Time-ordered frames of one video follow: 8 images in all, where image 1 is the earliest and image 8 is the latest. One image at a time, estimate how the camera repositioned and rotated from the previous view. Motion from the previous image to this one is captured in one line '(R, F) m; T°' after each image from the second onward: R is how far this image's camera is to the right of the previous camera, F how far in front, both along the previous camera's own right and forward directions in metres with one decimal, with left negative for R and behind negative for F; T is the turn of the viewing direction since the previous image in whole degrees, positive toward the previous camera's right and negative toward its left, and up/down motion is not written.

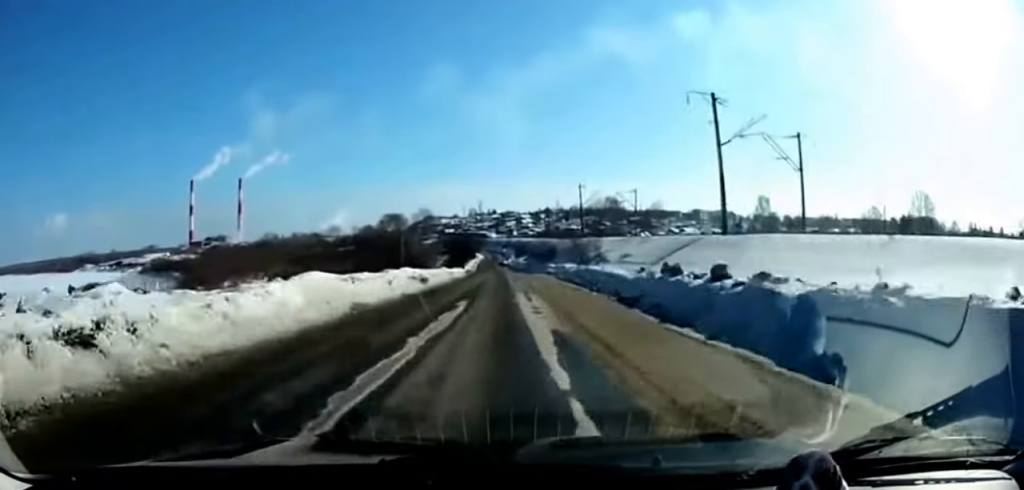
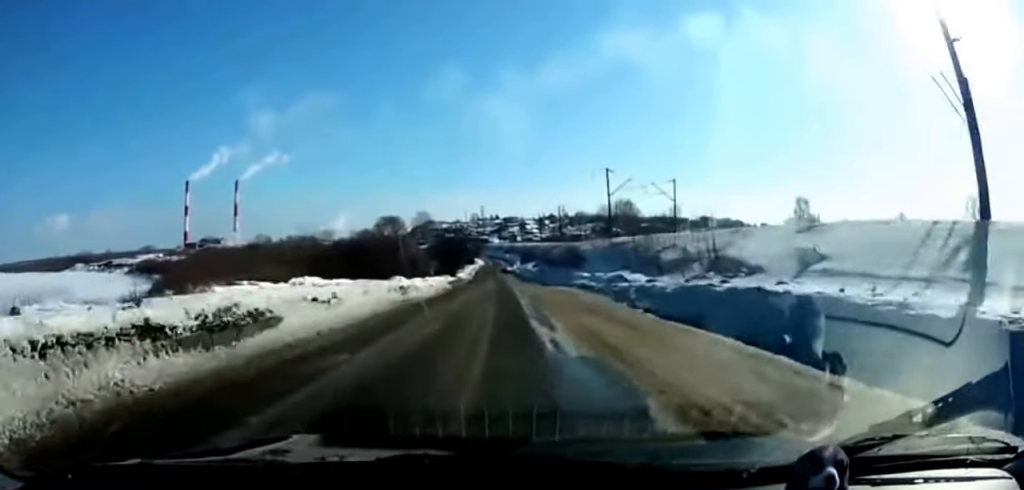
(-0.1, +23.7) m; 0°
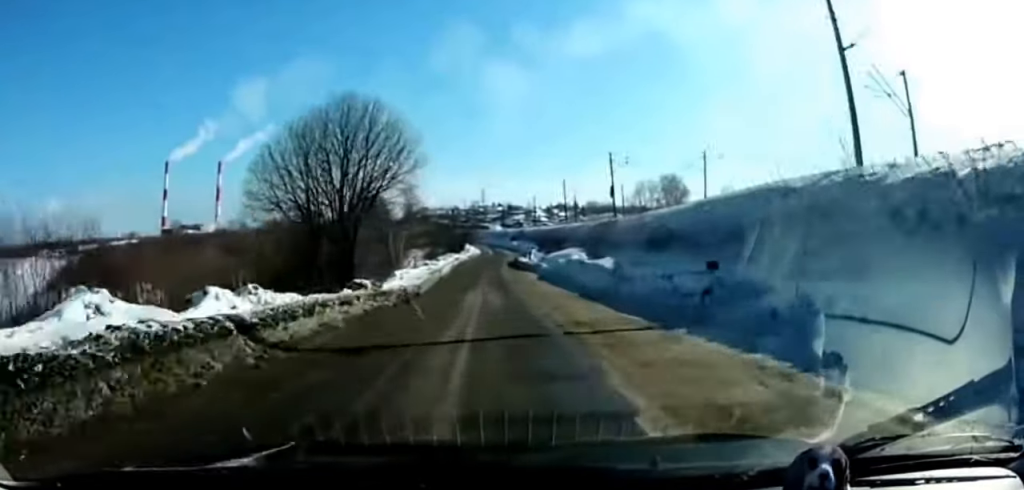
(-1.0, +55.6) m; -1°
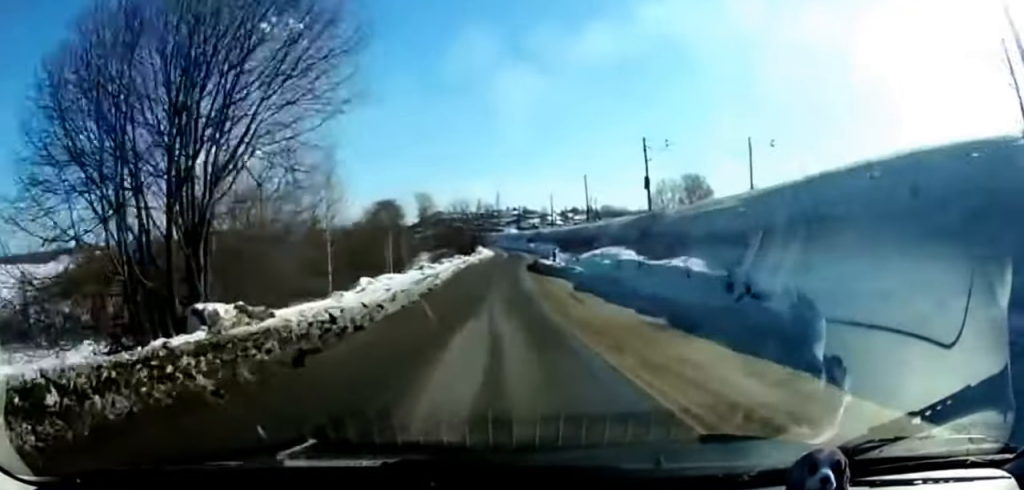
(0.0, +13.4) m; 0°
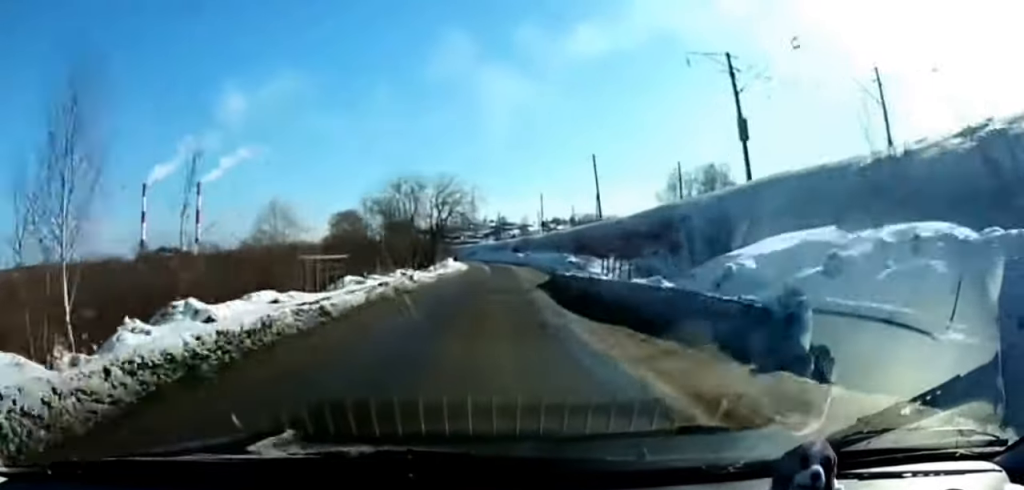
(0.0, +29.6) m; 0°
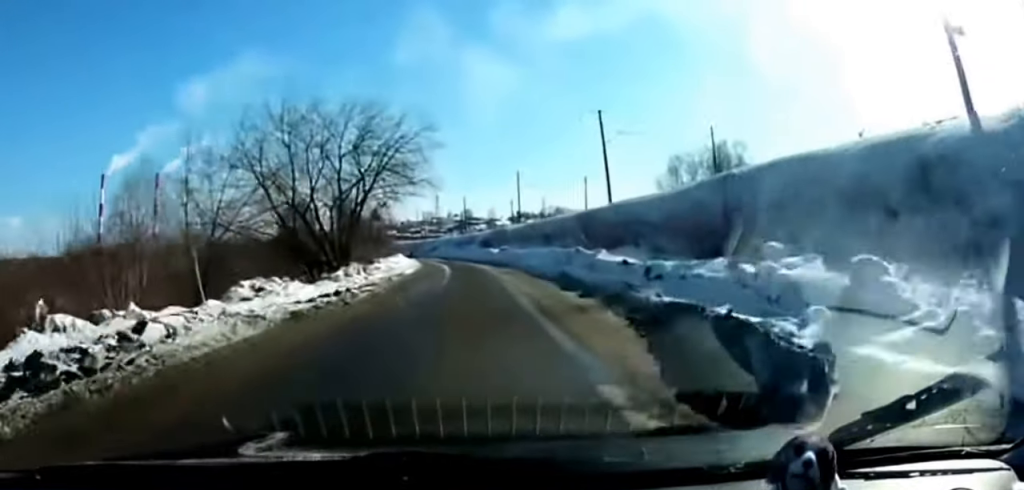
(+0.1, +22.7) m; +1°
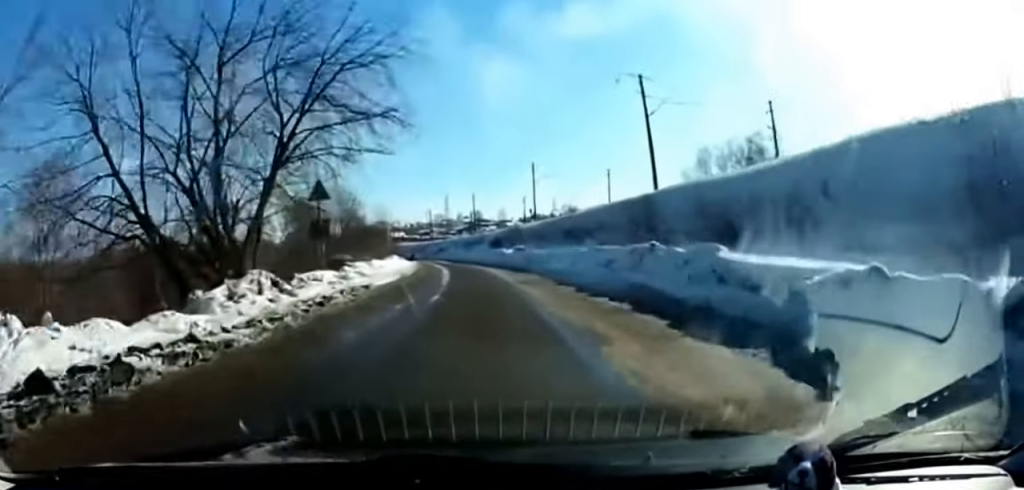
(+0.2, +12.1) m; 0°
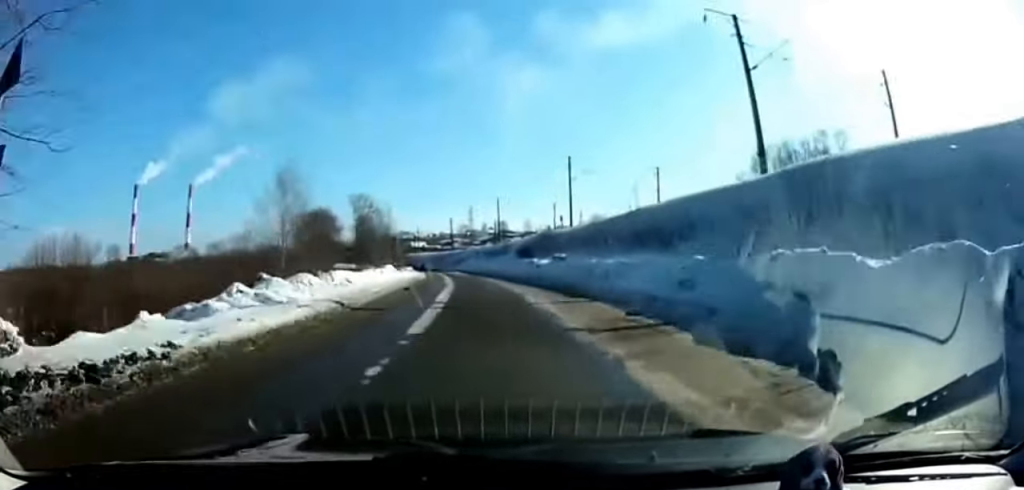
(+0.1, +16.7) m; 0°
